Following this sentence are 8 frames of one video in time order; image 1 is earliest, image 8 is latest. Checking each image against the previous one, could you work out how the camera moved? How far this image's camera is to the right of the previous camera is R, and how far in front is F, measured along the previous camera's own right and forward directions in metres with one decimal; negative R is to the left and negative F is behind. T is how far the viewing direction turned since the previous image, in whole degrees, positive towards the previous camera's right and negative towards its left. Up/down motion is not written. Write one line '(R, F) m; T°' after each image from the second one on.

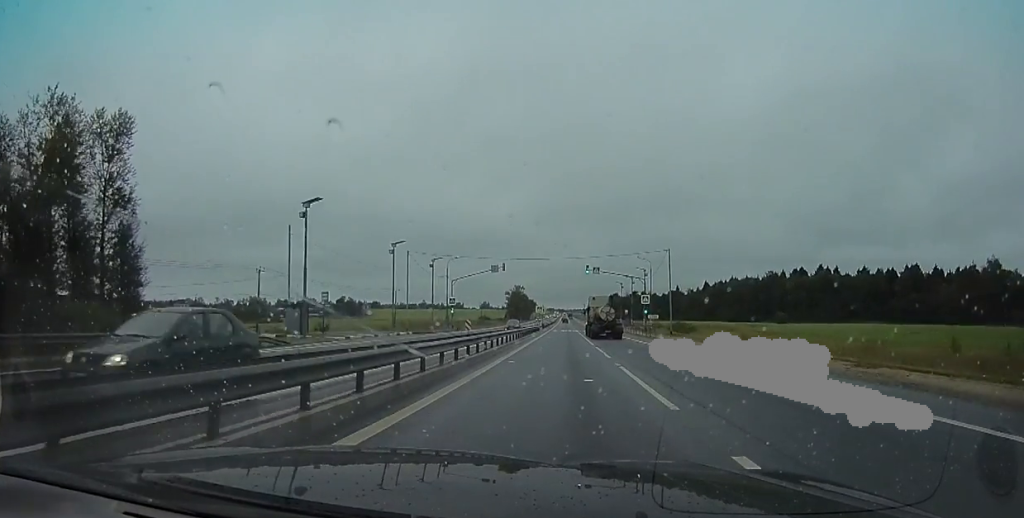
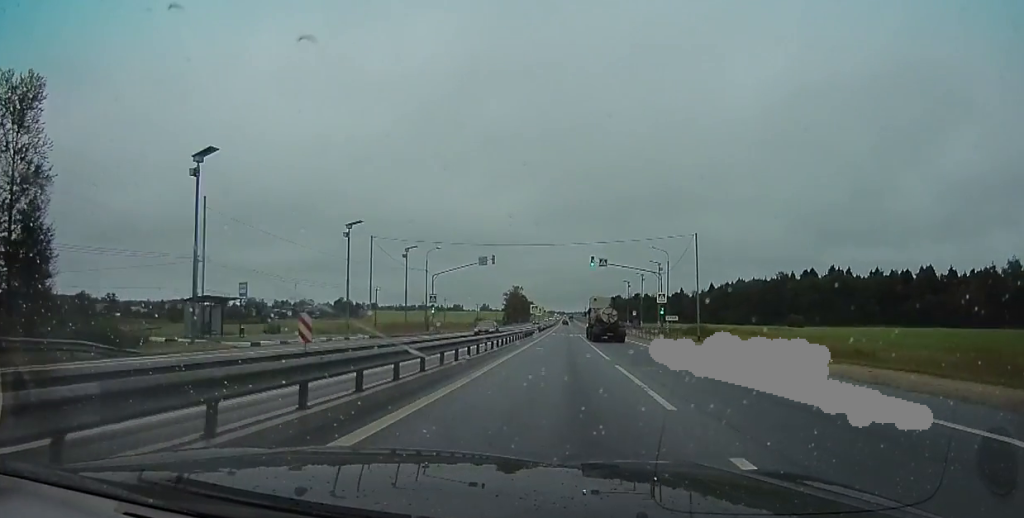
(0.0, +12.0) m; 0°
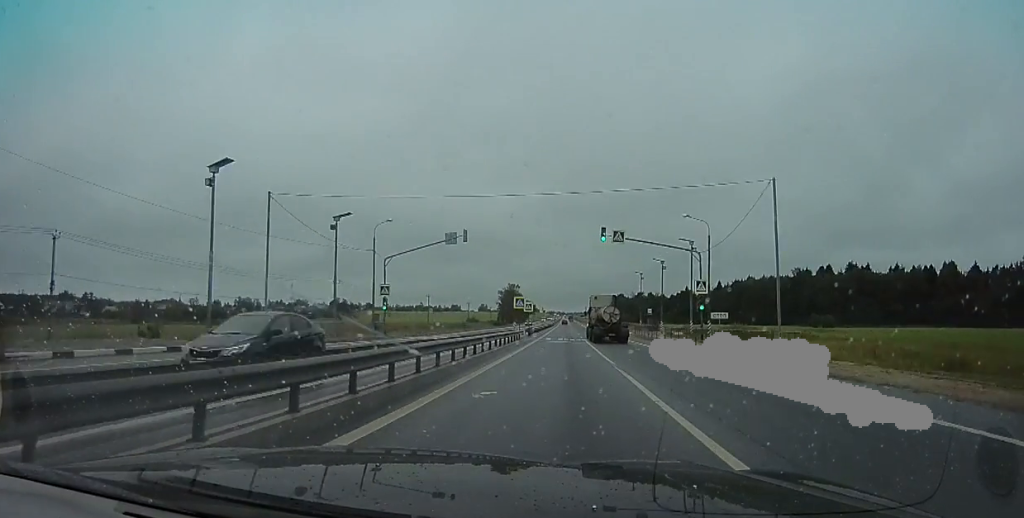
(0.0, +18.5) m; 0°
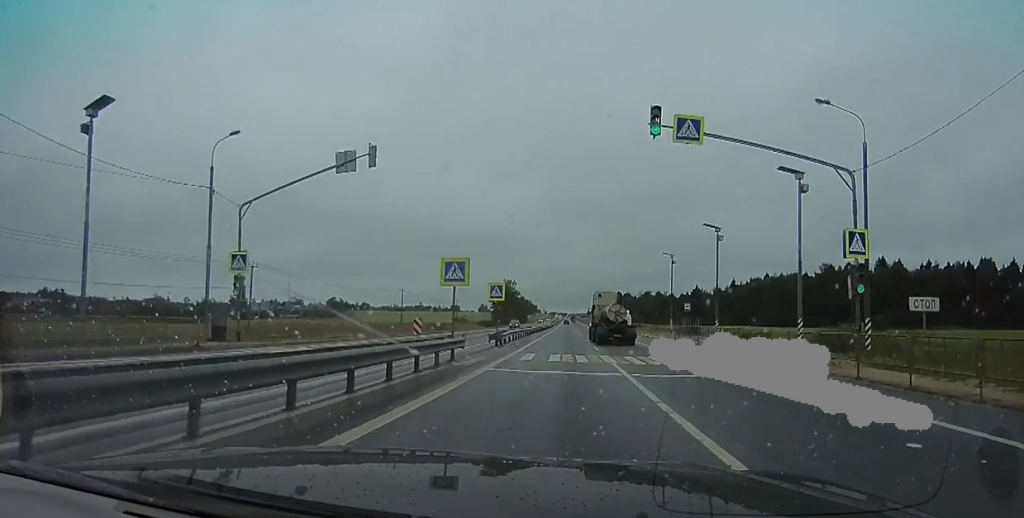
(0.0, +23.4) m; +1°
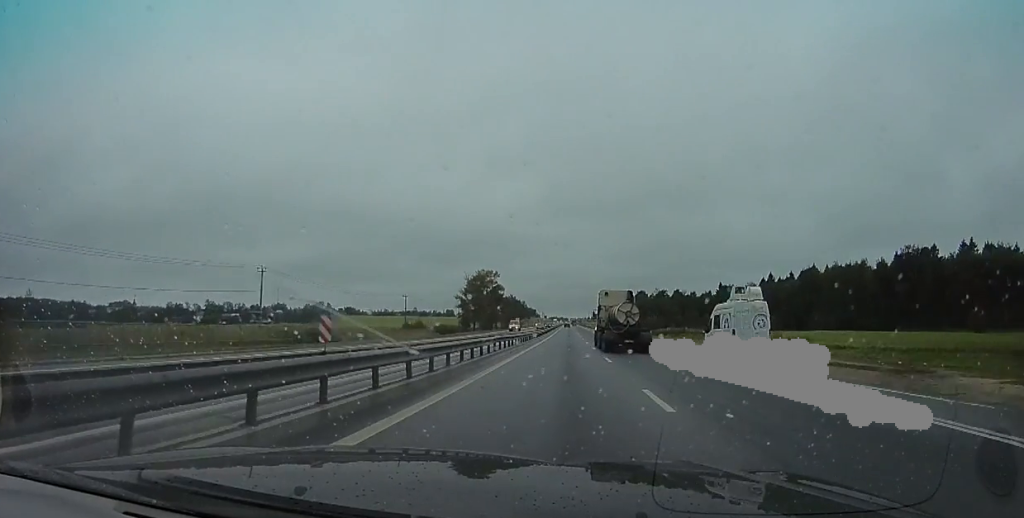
(+0.9, +55.1) m; -1°
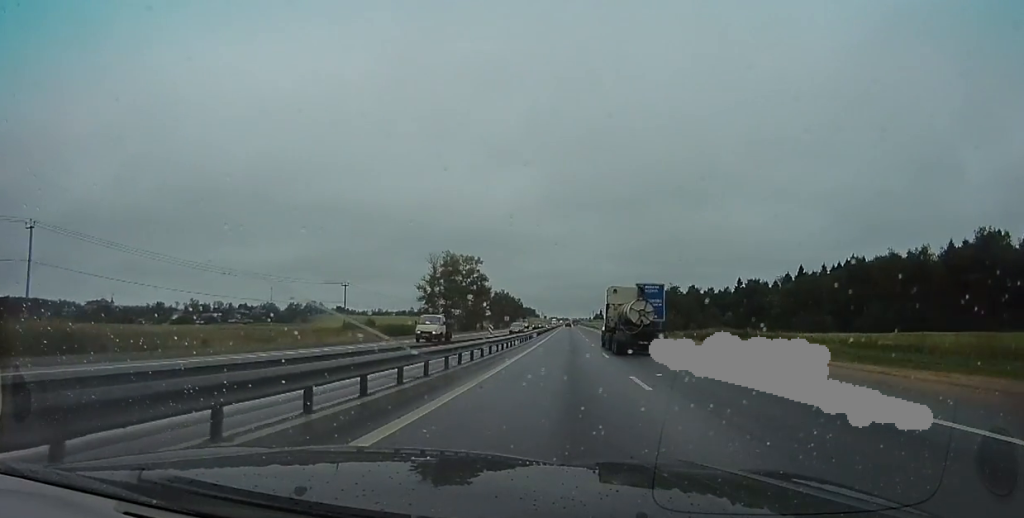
(-0.9, +32.4) m; -1°
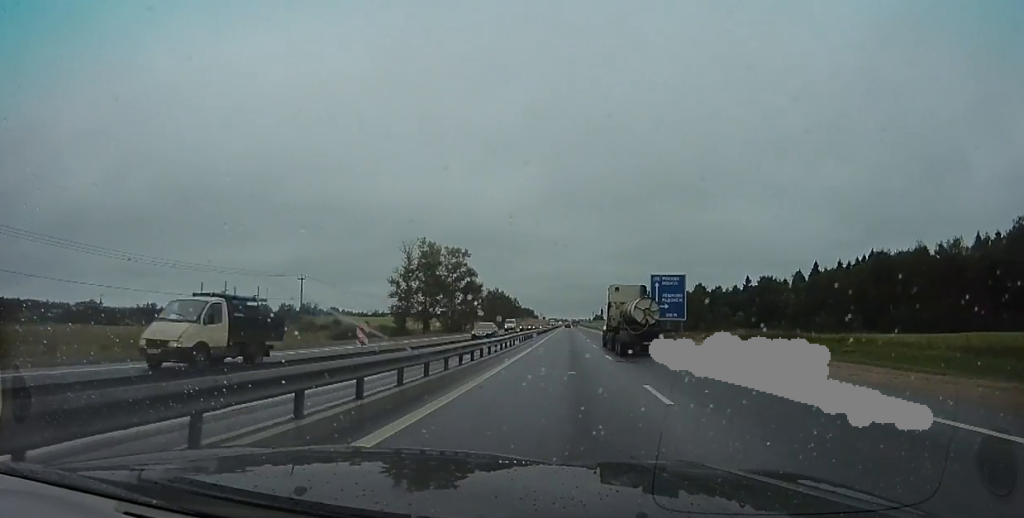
(+0.2, +14.2) m; +1°
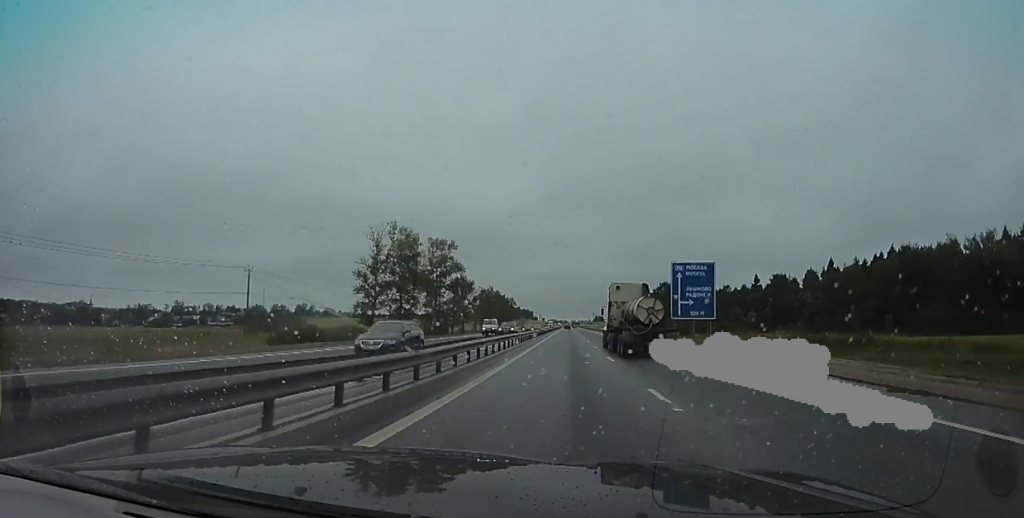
(0.0, +13.3) m; +1°
